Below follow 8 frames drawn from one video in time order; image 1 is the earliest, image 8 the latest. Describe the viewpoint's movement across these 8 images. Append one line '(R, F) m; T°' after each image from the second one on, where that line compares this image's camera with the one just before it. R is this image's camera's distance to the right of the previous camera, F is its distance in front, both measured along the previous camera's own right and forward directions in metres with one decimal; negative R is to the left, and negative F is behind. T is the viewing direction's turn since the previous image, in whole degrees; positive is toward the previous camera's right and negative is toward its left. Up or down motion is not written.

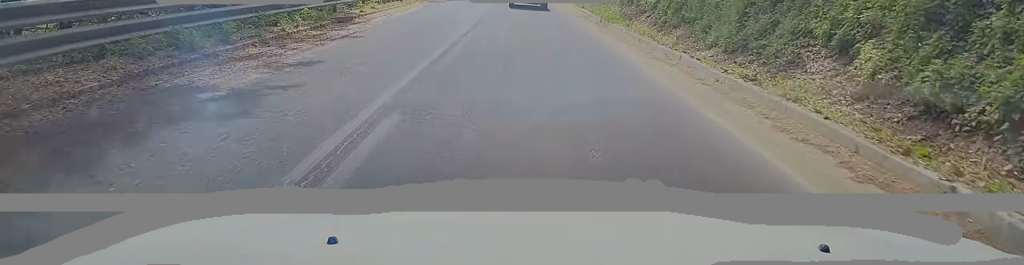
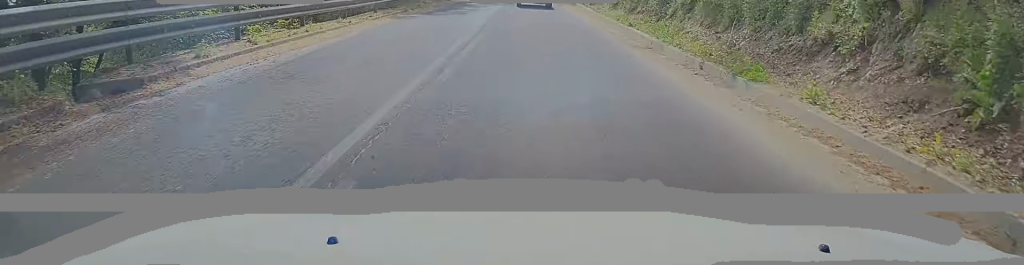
(-0.7, +11.8) m; -5°
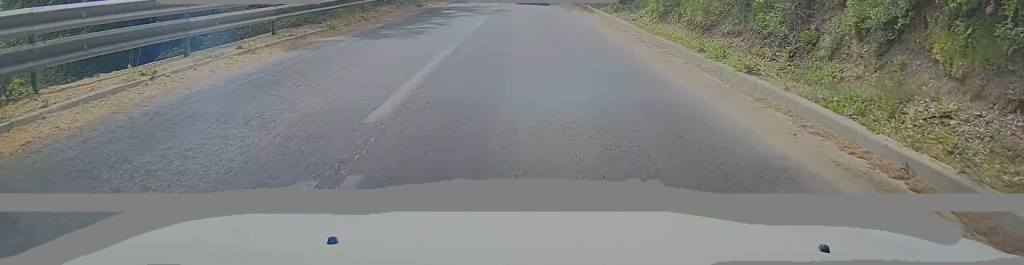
(-0.1, +10.6) m; 0°
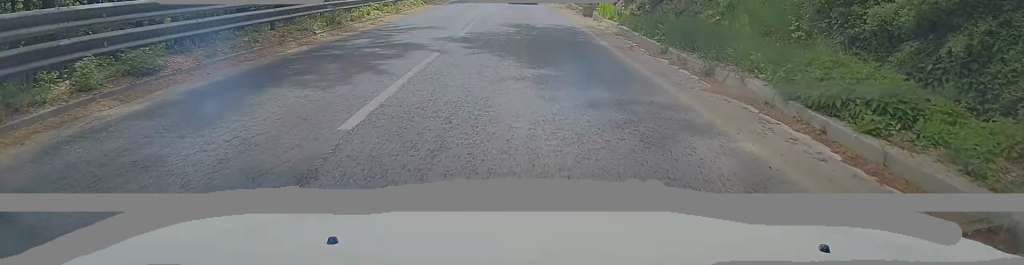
(+0.1, +28.0) m; 0°
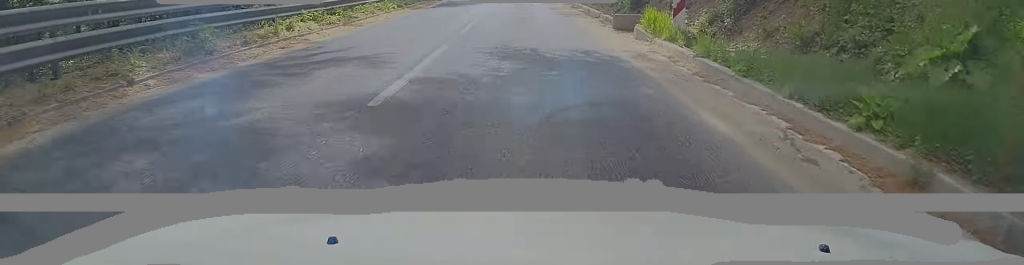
(0.0, +8.1) m; 0°
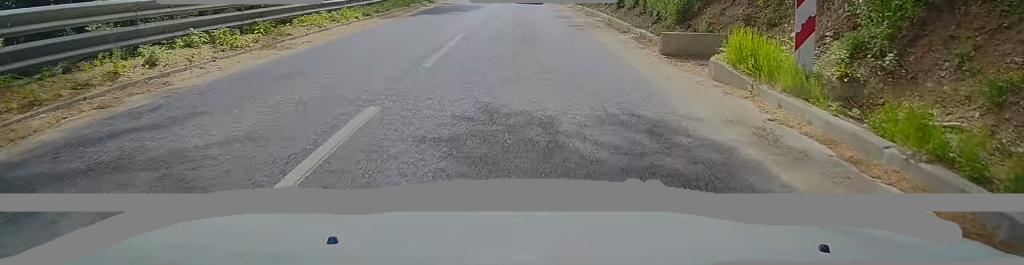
(0.0, +6.1) m; 0°
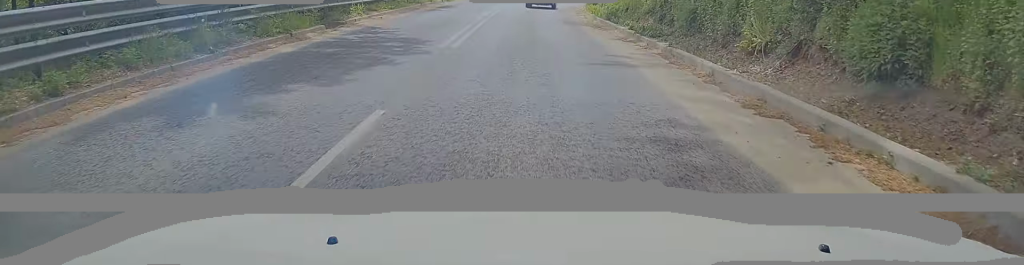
(0.0, +18.5) m; 0°
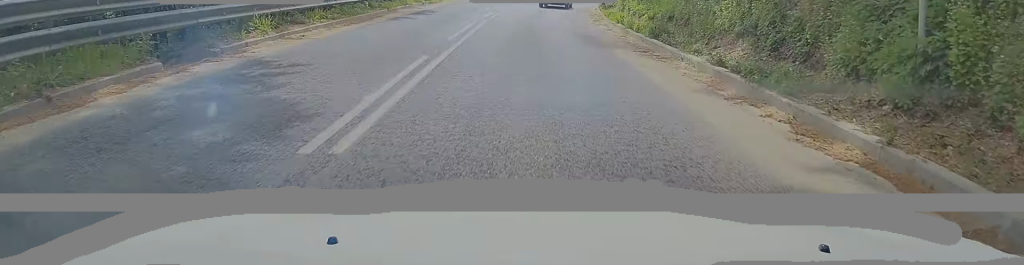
(0.0, +8.0) m; +1°
